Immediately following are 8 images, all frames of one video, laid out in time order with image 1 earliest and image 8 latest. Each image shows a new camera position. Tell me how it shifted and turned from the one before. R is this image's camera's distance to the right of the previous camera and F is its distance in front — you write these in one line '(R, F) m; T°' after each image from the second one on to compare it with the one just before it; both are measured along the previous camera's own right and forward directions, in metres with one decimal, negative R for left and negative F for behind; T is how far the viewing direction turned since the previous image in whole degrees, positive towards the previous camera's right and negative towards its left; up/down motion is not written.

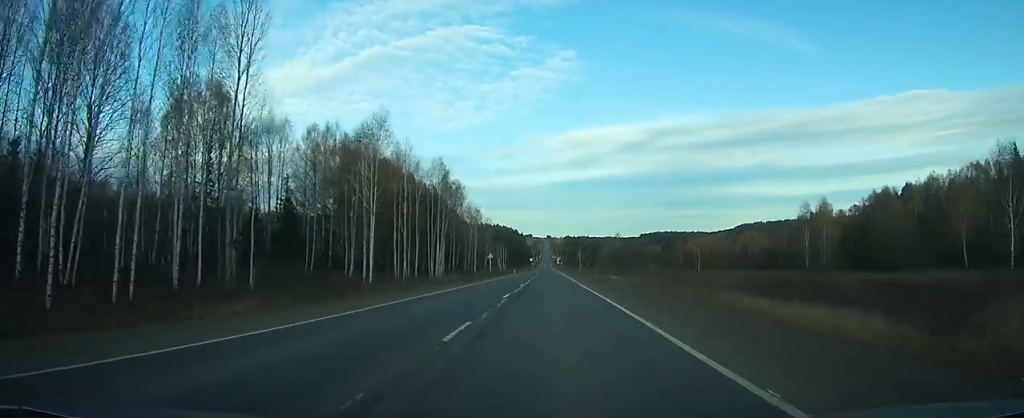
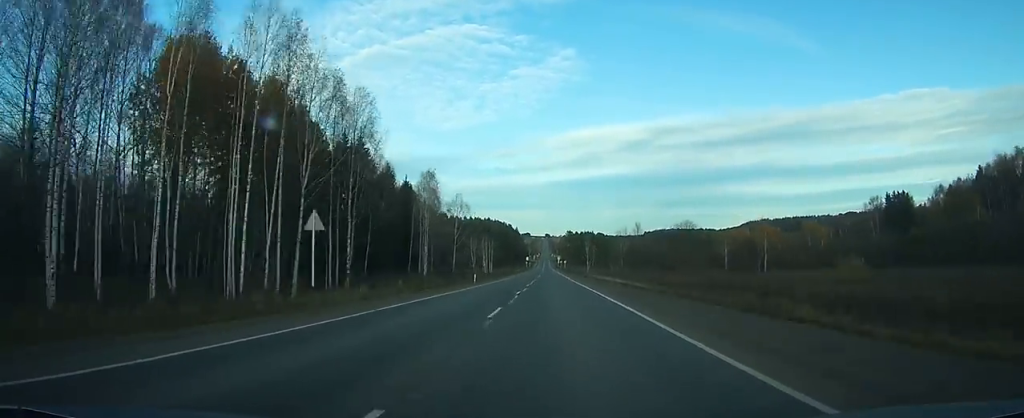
(-0.2, +68.2) m; 0°
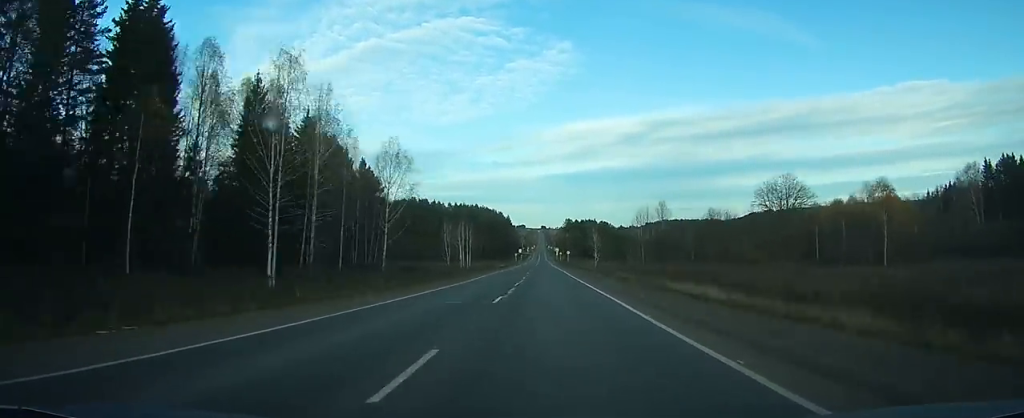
(+0.2, +57.0) m; 0°
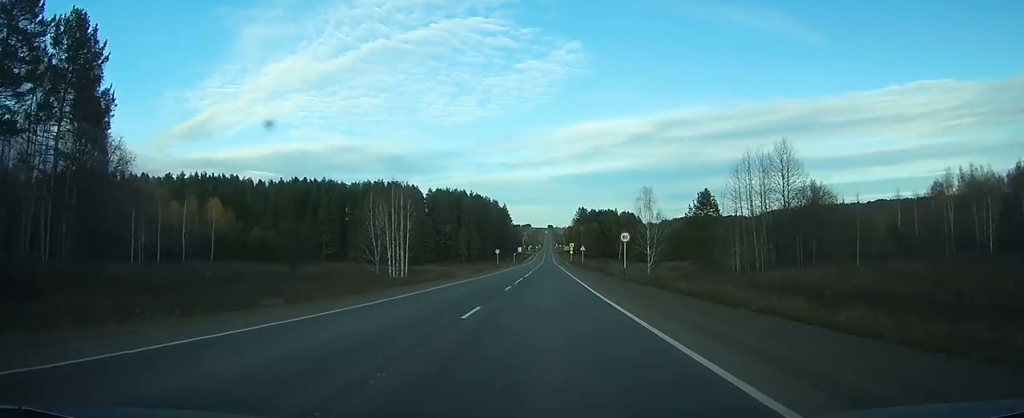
(+0.3, +89.0) m; 0°
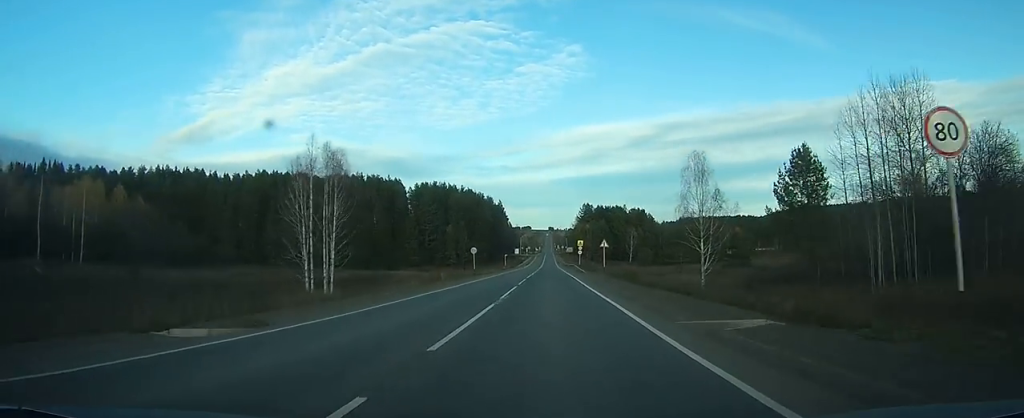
(-0.2, +35.3) m; 0°
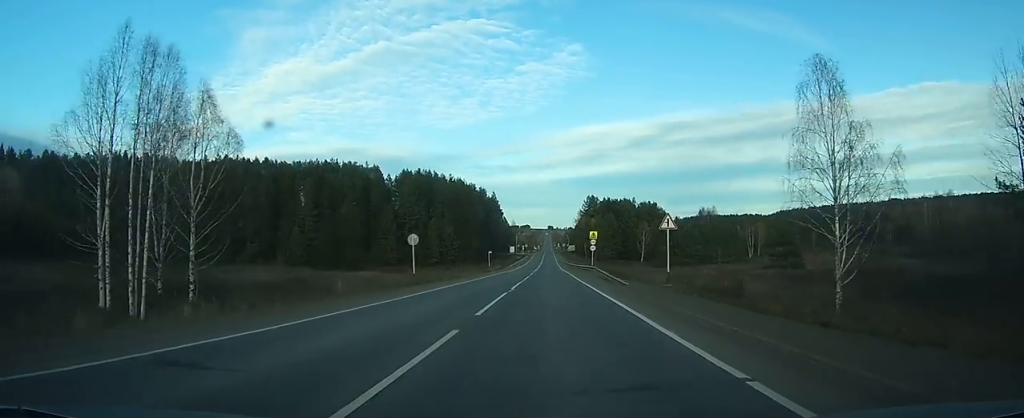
(-0.1, +33.0) m; 0°
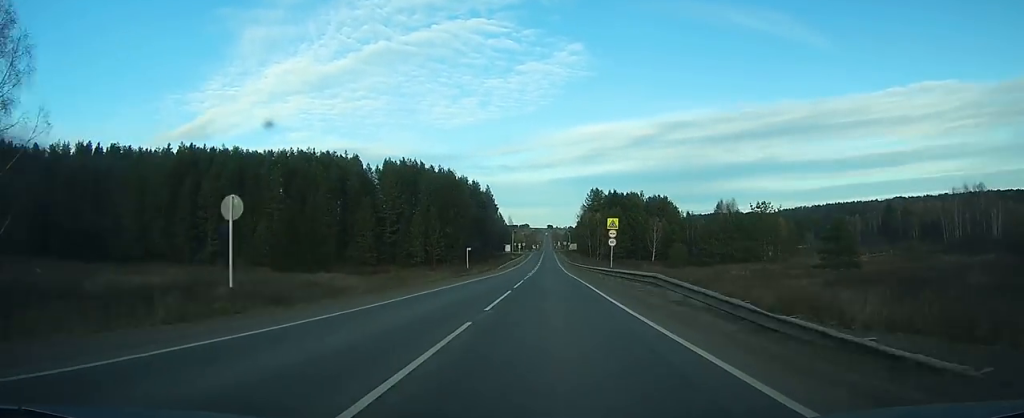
(0.0, +25.6) m; 0°
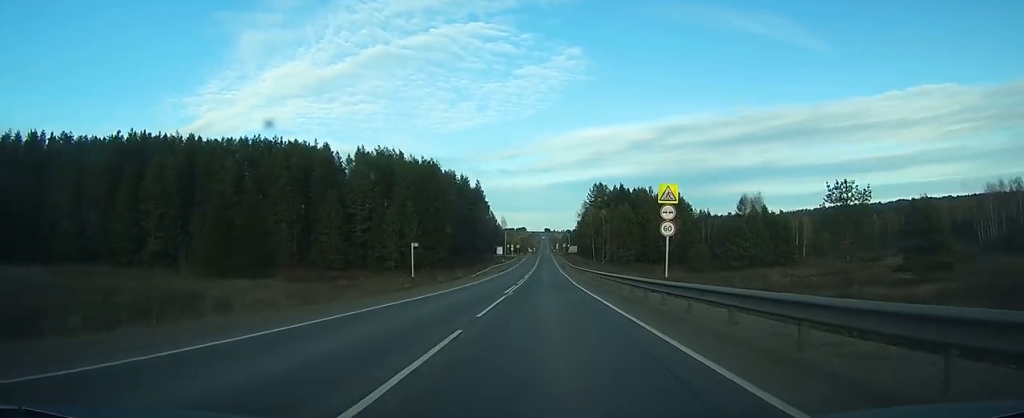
(0.0, +28.0) m; 0°
